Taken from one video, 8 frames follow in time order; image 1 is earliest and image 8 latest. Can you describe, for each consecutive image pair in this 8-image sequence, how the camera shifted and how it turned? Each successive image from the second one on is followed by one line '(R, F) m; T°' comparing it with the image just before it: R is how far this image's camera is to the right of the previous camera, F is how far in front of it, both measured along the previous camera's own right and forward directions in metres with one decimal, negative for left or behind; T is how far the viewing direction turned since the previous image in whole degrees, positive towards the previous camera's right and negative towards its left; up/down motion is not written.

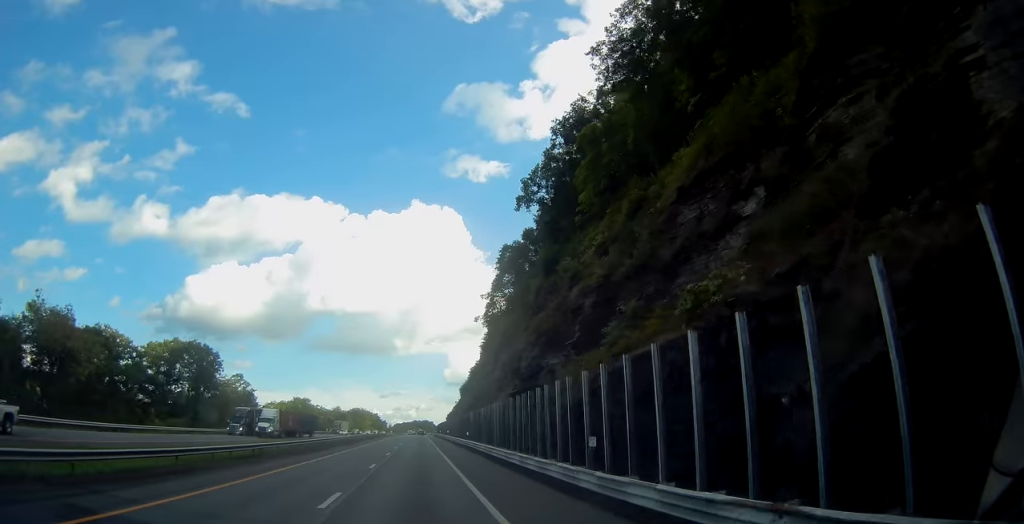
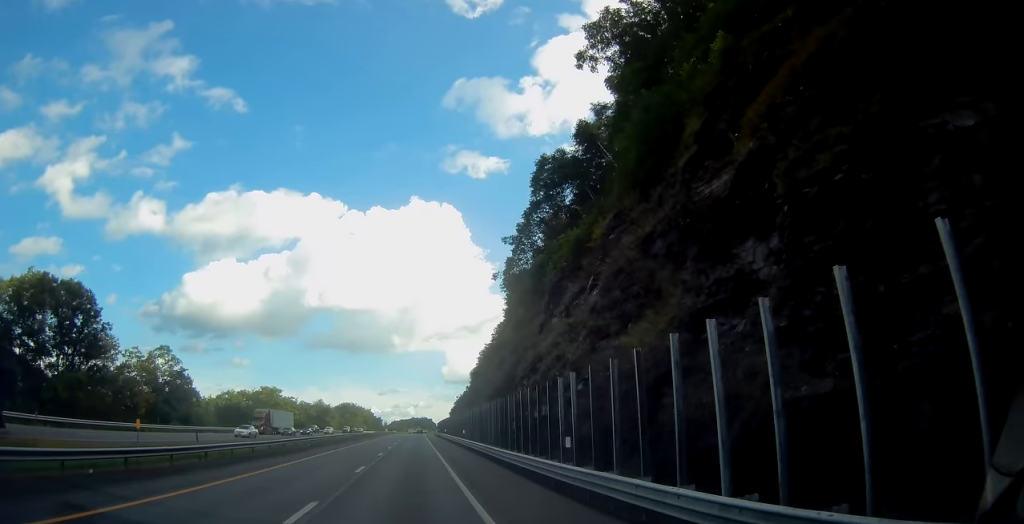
(-0.1, +39.2) m; 0°
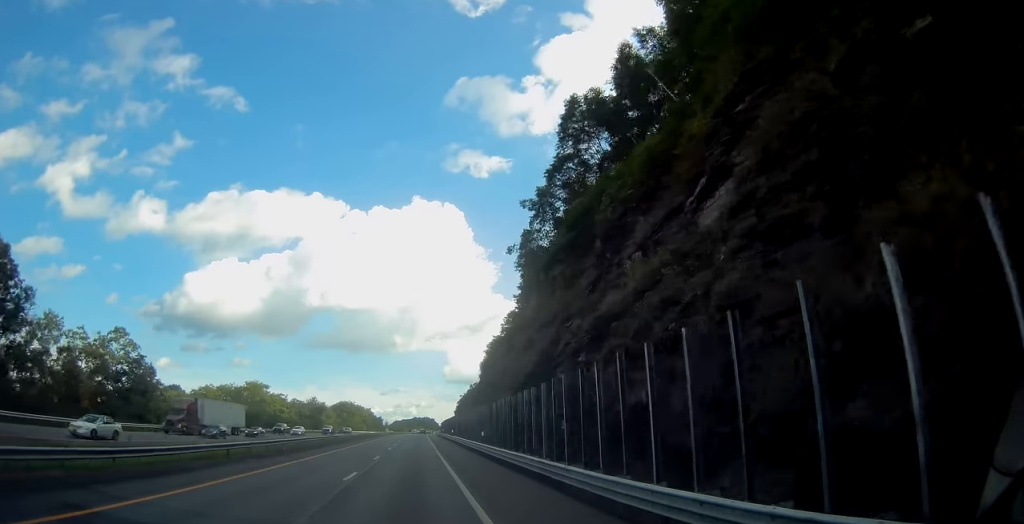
(0.0, +15.9) m; 0°
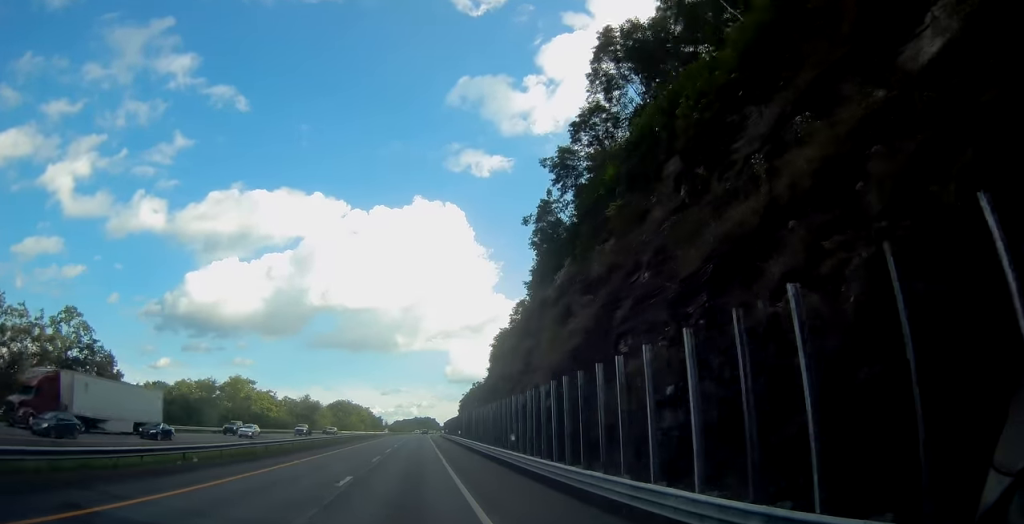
(0.0, +13.1) m; 0°
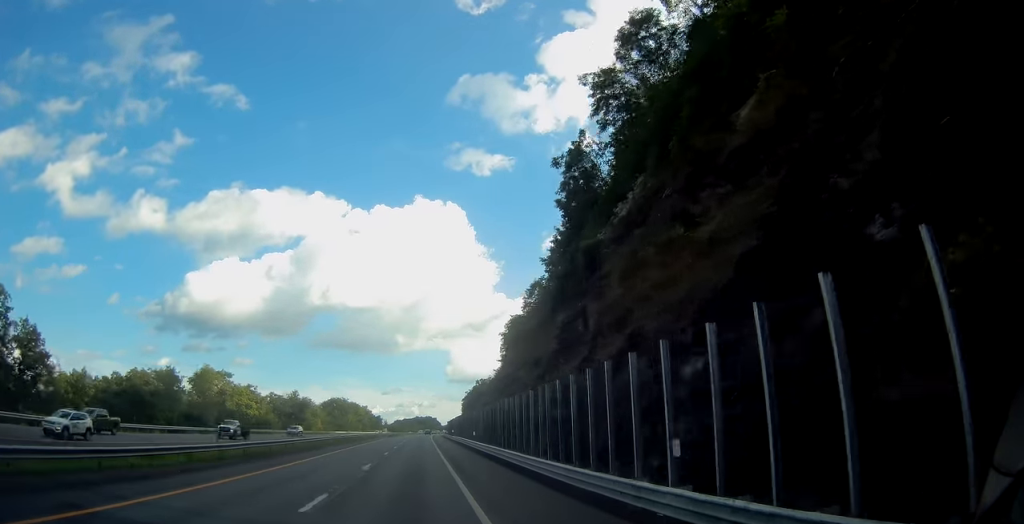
(-0.2, +17.9) m; 0°
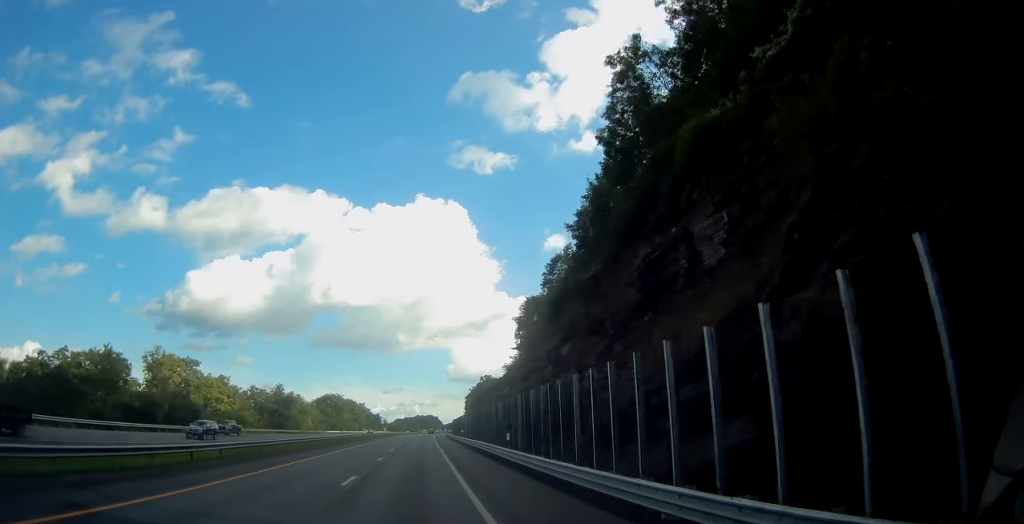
(+0.1, +19.0) m; 0°
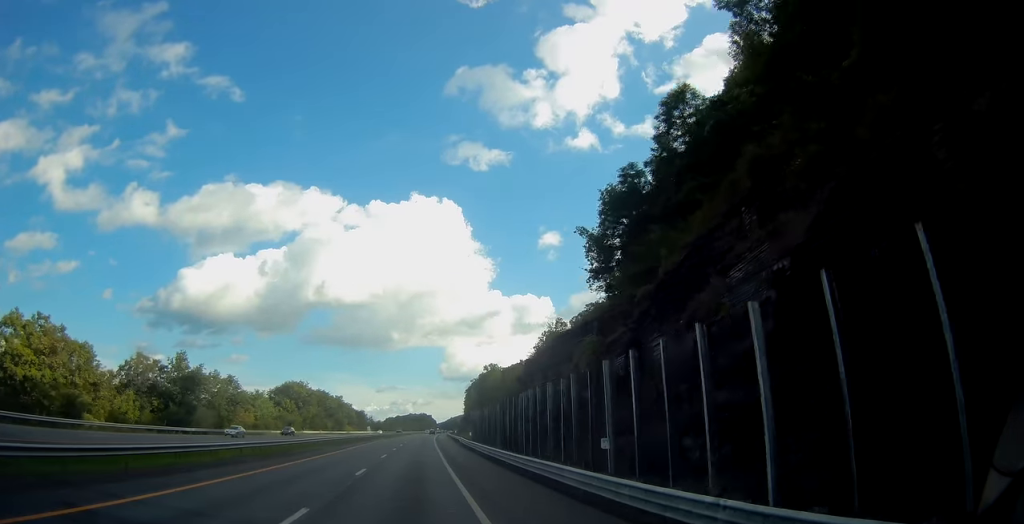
(-0.2, +56.7) m; 0°
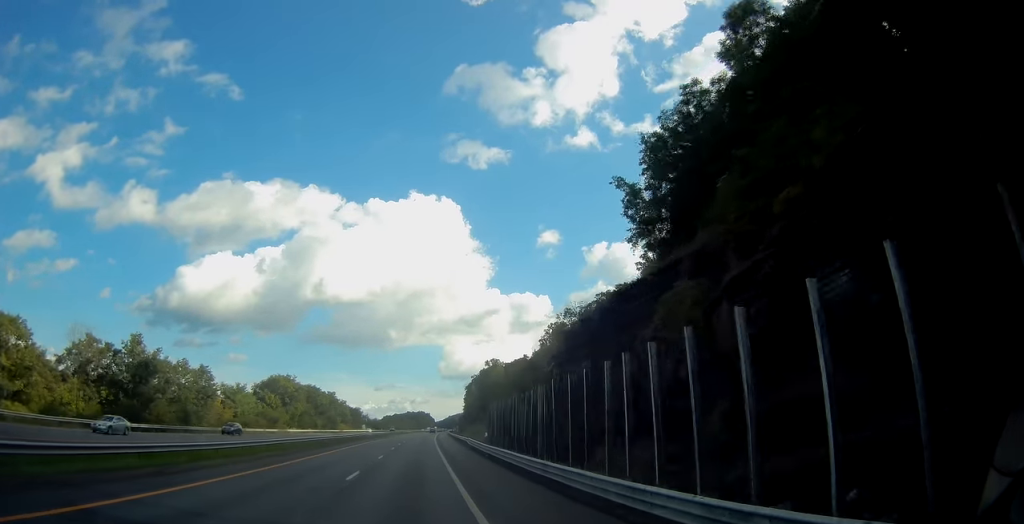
(+0.1, +14.5) m; 0°
